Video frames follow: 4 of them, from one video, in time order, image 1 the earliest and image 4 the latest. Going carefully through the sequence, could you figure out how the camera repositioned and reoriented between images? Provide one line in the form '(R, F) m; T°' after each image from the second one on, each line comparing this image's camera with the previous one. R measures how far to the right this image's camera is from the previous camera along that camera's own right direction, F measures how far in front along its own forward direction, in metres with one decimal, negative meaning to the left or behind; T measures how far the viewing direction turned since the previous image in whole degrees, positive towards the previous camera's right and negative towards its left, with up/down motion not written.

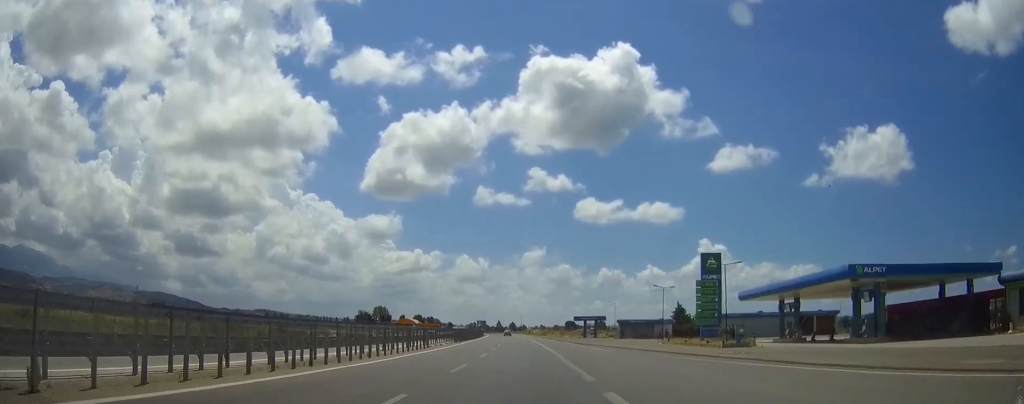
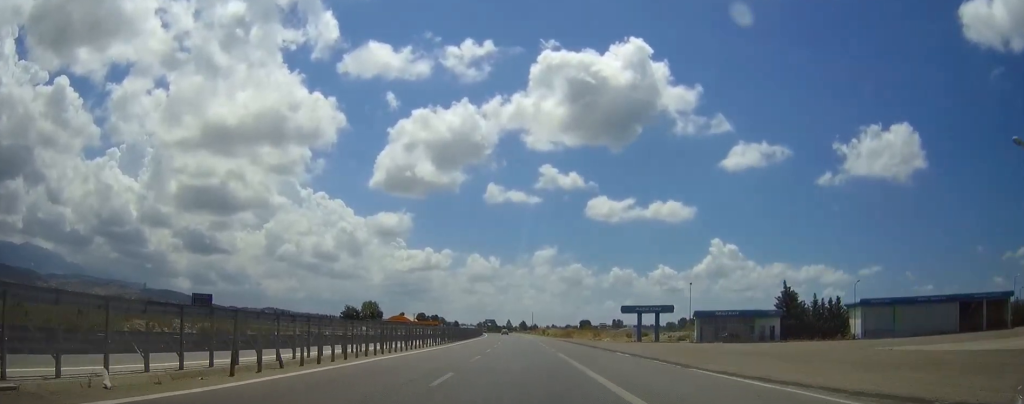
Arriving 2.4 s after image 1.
(-0.5, +57.3) m; -1°
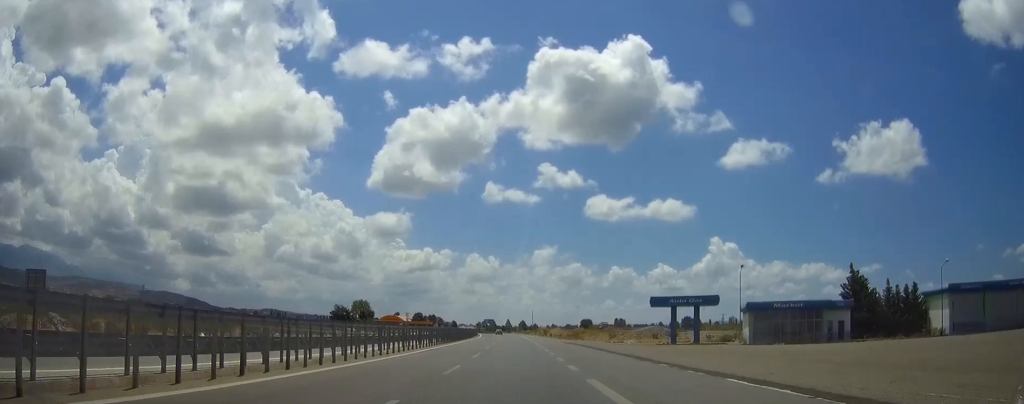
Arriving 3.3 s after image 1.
(0.0, +20.8) m; 0°
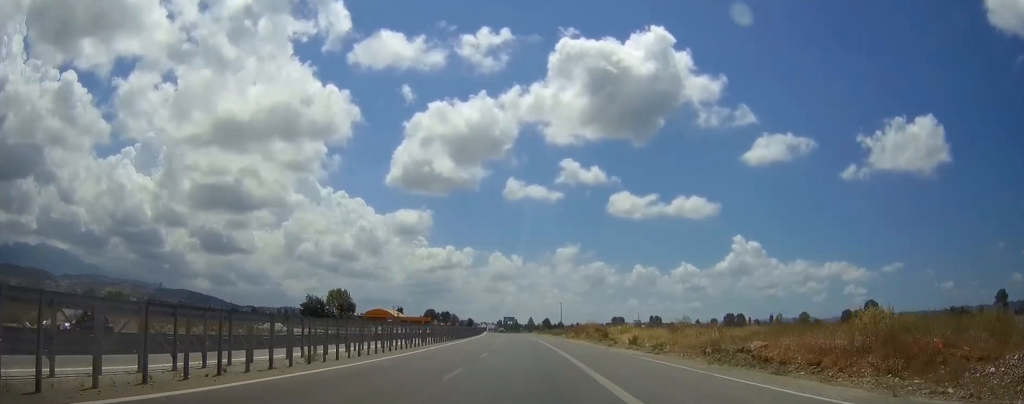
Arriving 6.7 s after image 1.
(-0.7, +81.2) m; -1°
